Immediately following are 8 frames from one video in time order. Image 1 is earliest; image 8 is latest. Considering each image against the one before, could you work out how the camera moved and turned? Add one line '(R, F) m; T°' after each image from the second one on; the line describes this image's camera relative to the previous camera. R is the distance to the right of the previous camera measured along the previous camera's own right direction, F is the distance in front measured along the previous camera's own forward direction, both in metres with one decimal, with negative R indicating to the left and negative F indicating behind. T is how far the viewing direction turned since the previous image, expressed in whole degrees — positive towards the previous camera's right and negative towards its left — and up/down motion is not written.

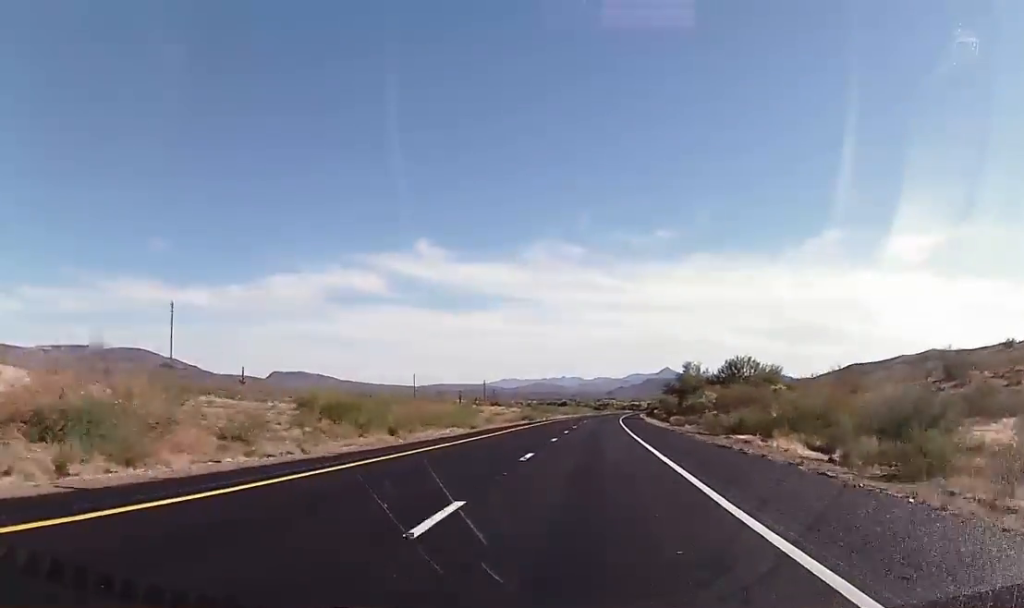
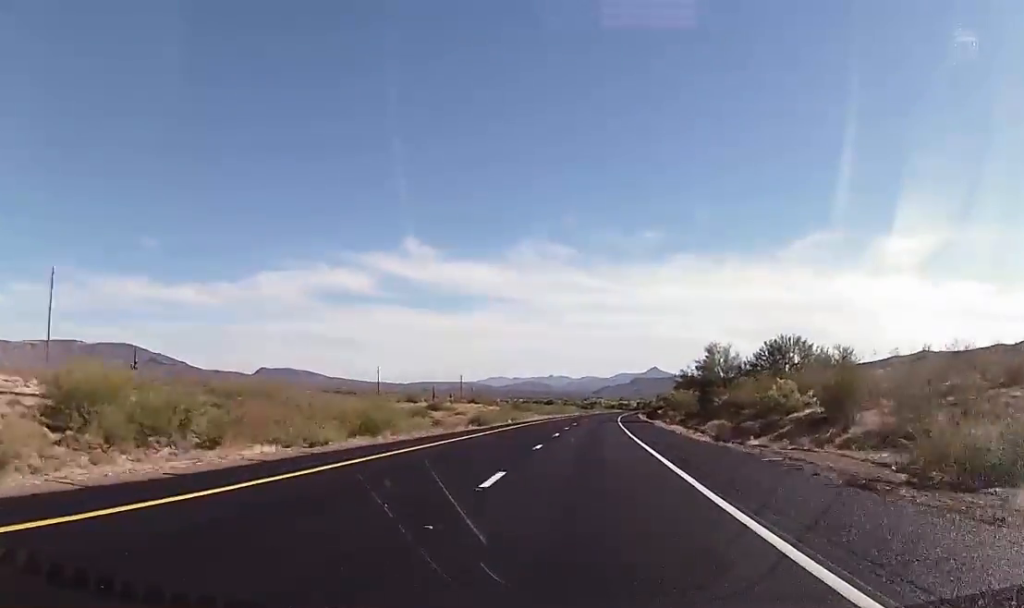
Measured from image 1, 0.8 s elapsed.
(+0.1, +31.3) m; +1°
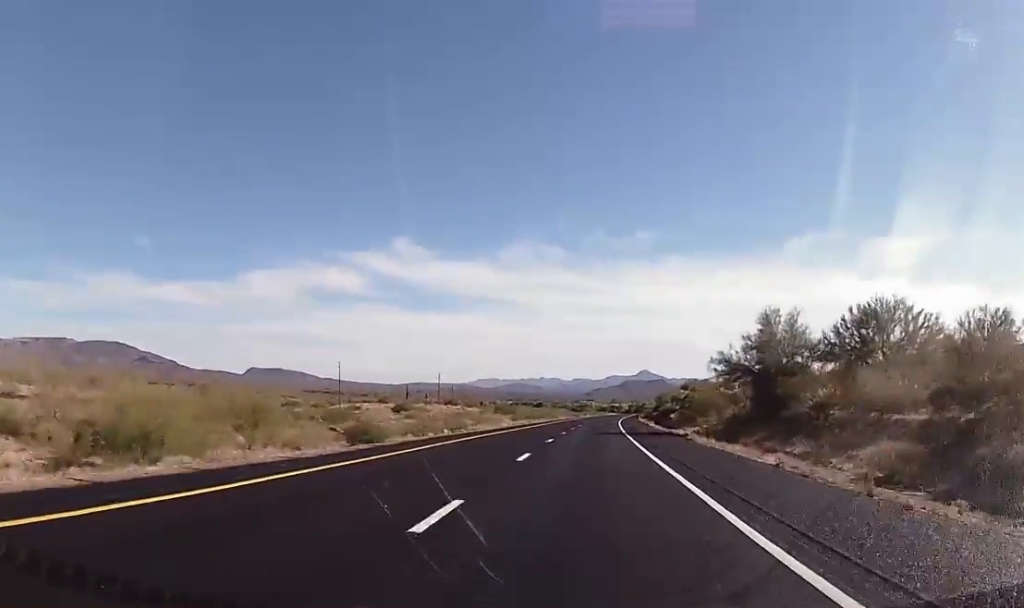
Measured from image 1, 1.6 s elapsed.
(+0.4, +28.9) m; +1°
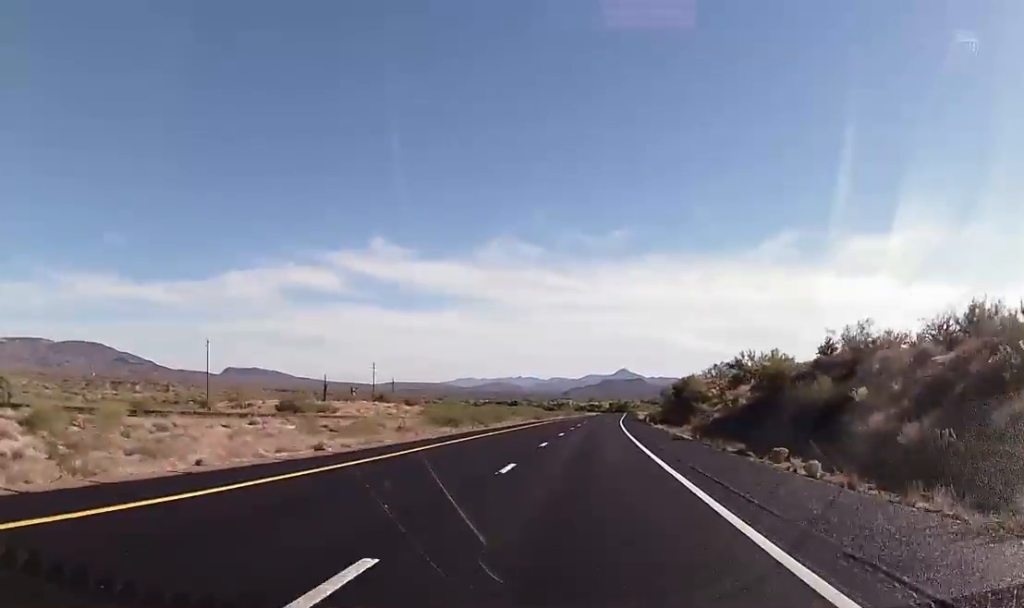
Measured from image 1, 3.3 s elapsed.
(+1.0, +65.2) m; +2°
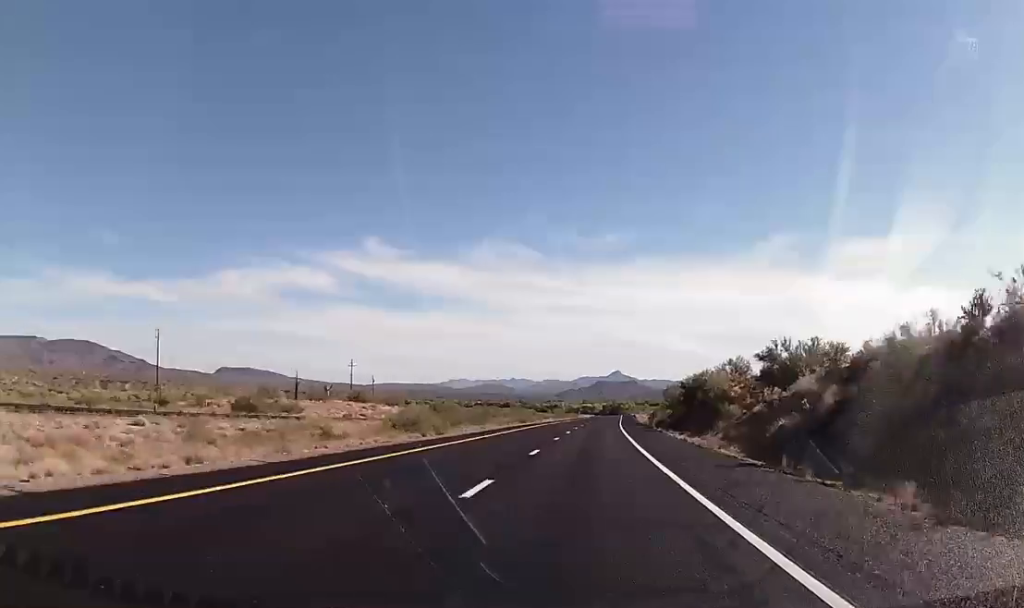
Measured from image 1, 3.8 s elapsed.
(+0.3, +16.3) m; 0°
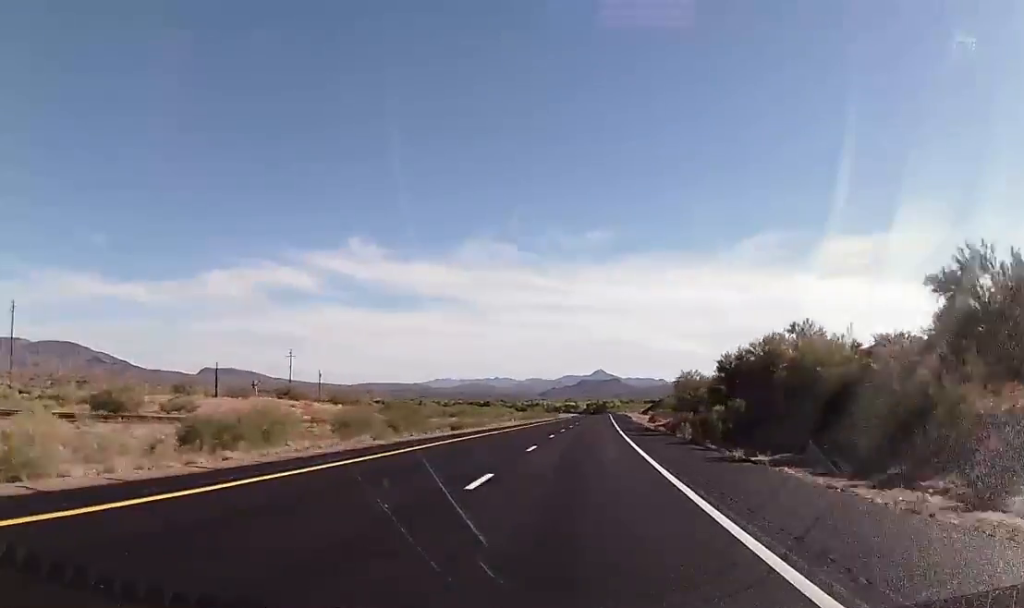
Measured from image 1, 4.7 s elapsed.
(+0.2, +35.2) m; +1°
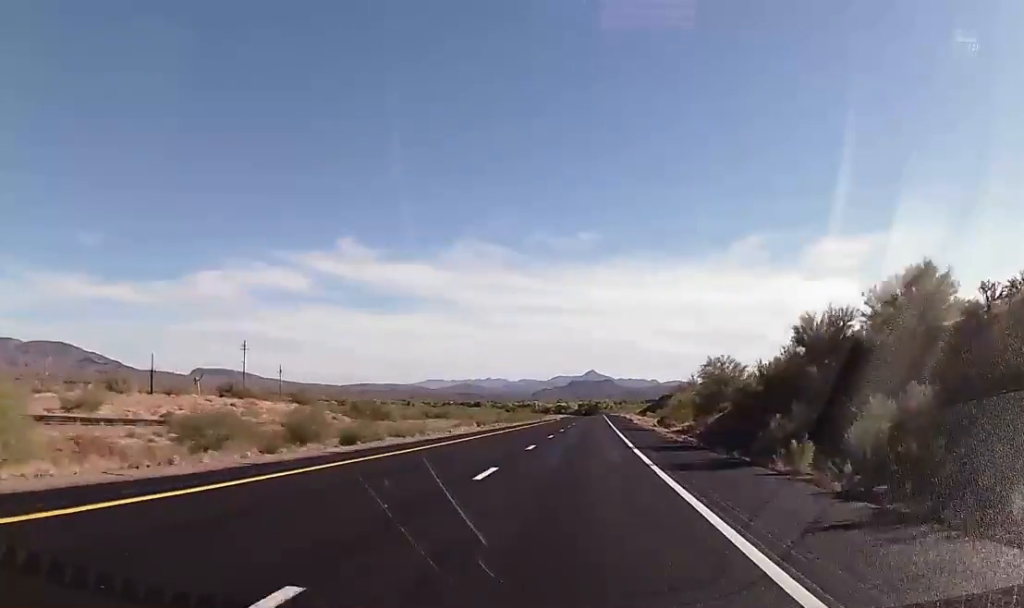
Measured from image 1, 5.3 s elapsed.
(-0.3, +22.6) m; +1°
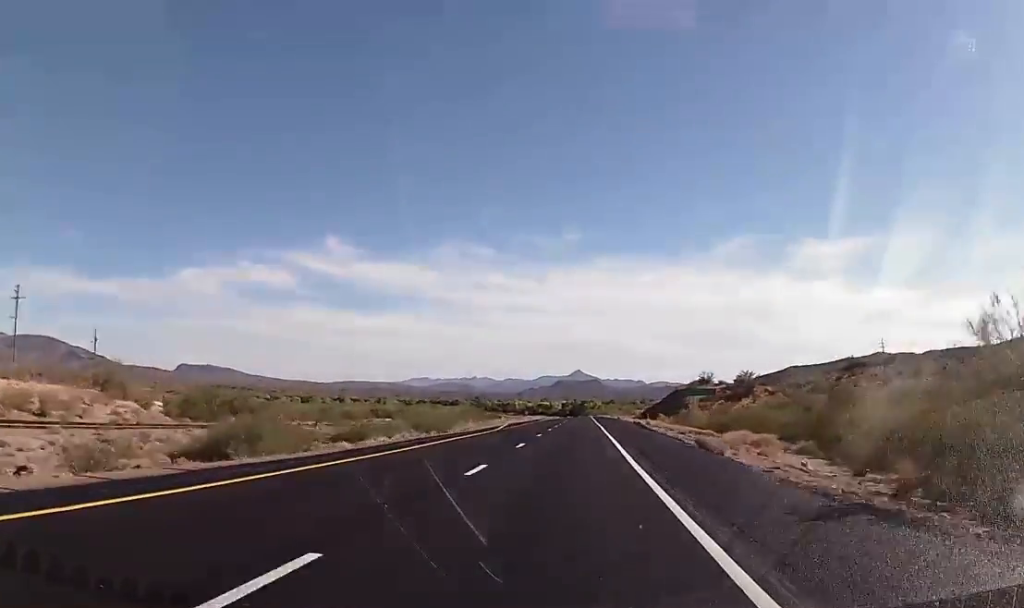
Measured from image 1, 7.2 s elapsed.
(+2.4, +71.6) m; +2°
